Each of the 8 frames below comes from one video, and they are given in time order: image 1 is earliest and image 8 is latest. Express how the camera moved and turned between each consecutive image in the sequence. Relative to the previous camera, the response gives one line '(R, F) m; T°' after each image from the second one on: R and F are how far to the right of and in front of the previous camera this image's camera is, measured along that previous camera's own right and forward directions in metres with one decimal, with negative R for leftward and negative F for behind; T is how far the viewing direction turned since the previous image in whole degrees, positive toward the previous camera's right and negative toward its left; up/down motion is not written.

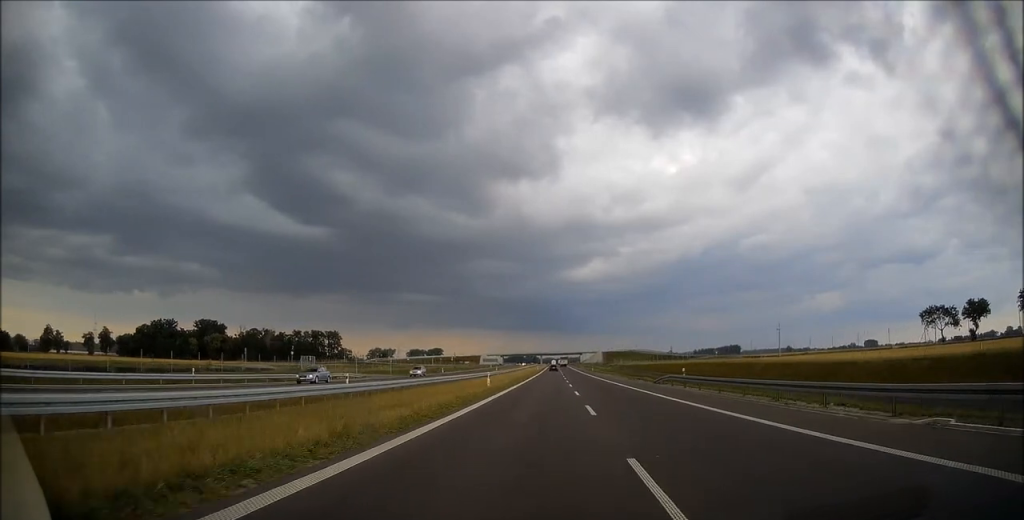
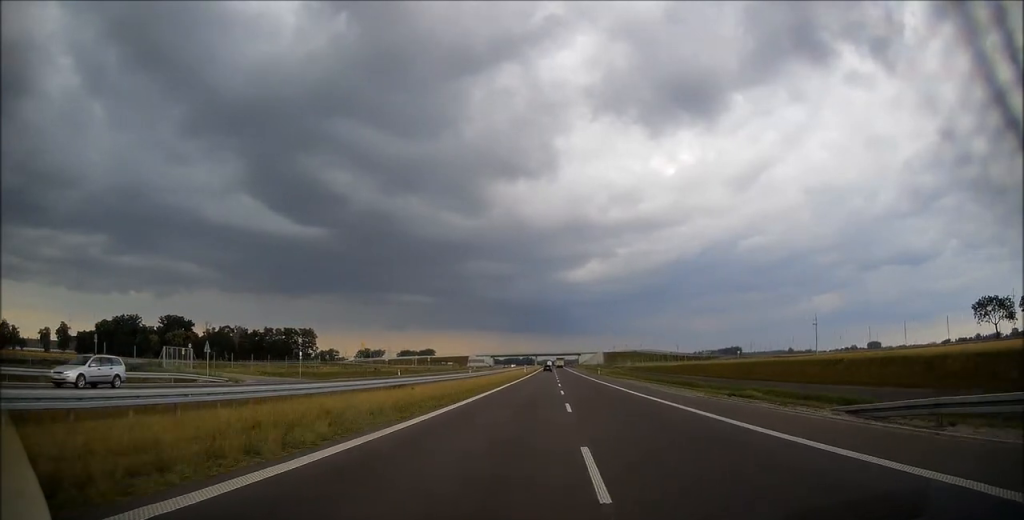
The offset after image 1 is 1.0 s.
(+0.1, +34.6) m; 0°
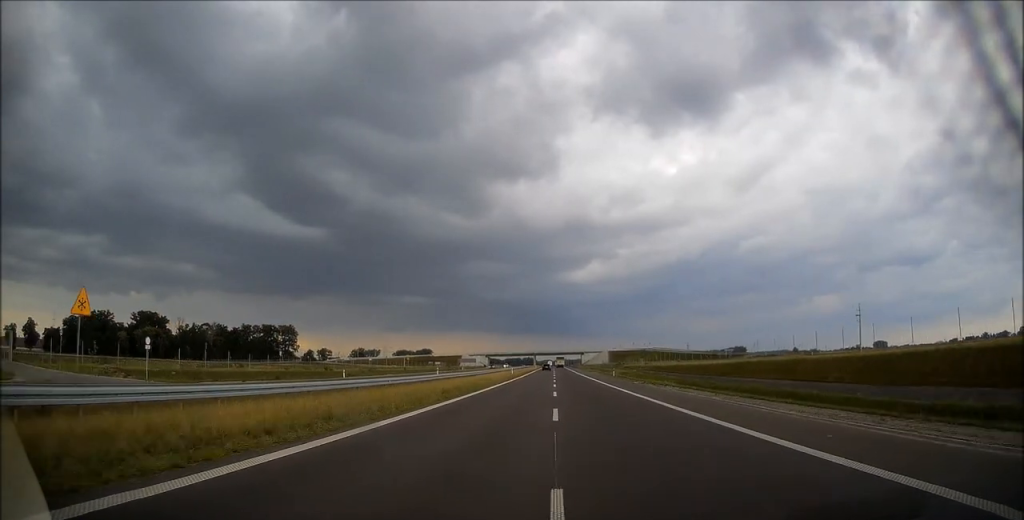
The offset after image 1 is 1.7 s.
(0.0, +27.4) m; 0°
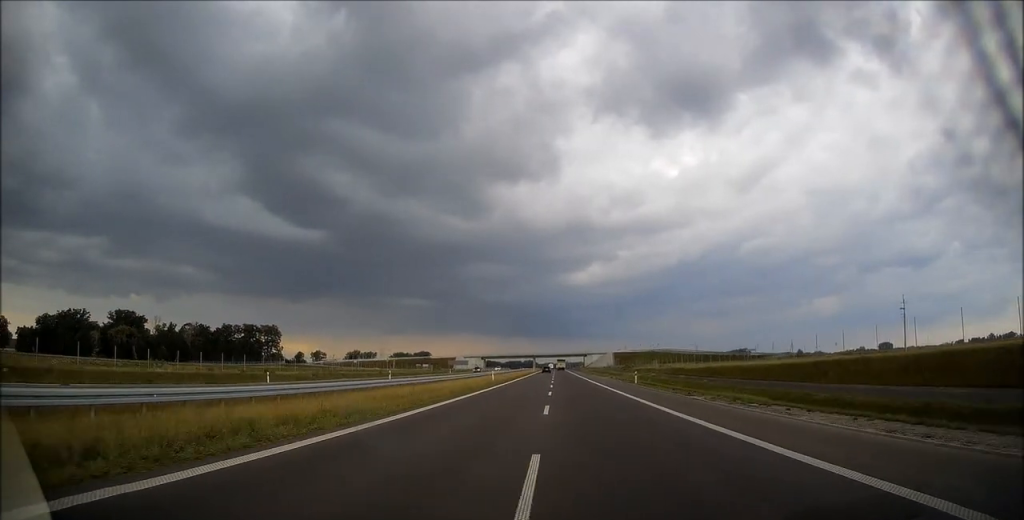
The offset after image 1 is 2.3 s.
(0.0, +21.4) m; 0°
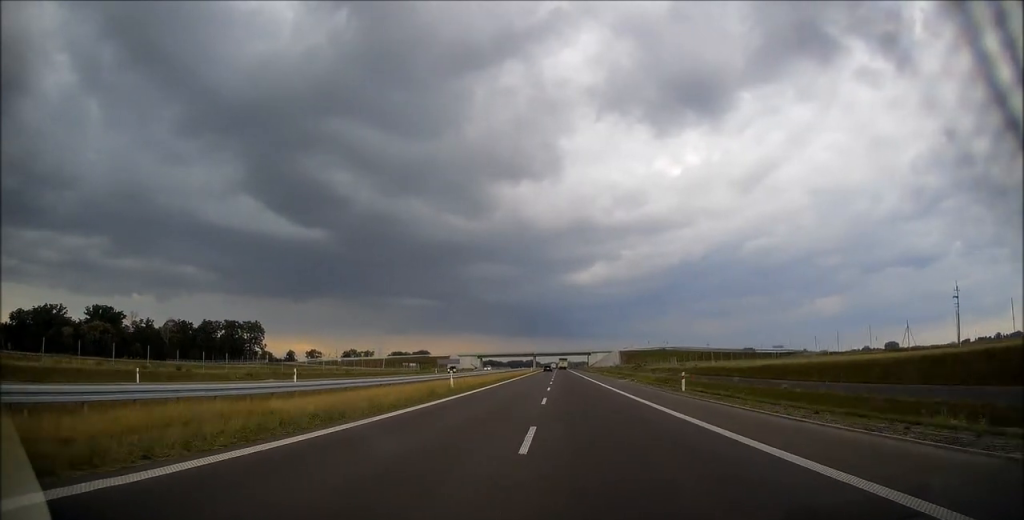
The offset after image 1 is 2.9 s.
(0.0, +20.1) m; 0°
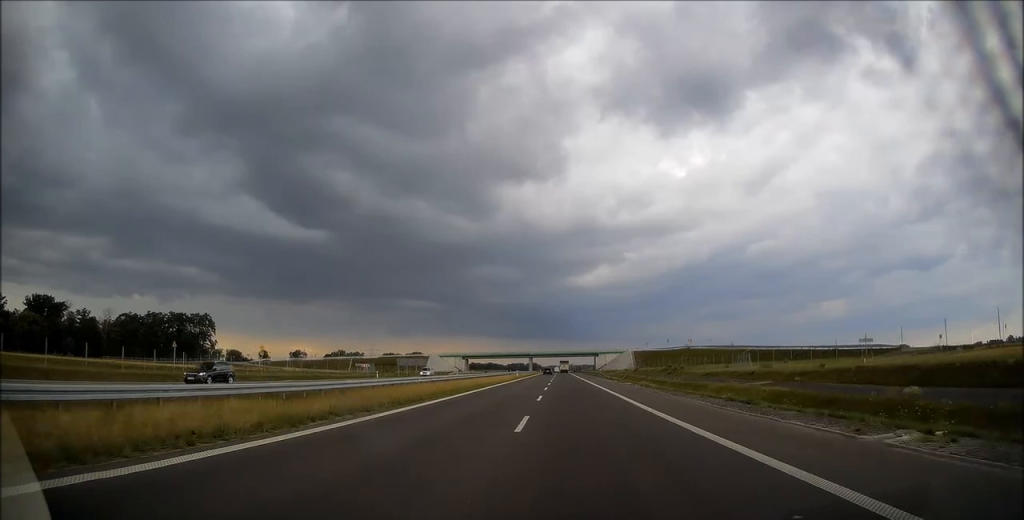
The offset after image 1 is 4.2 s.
(-0.1, +44.7) m; 0°
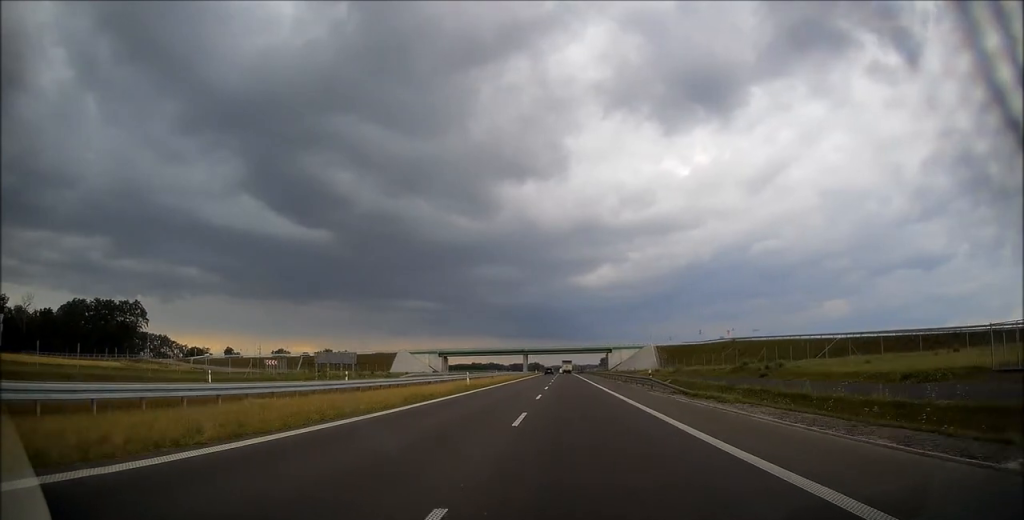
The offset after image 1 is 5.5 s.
(+0.1, +46.6) m; 0°
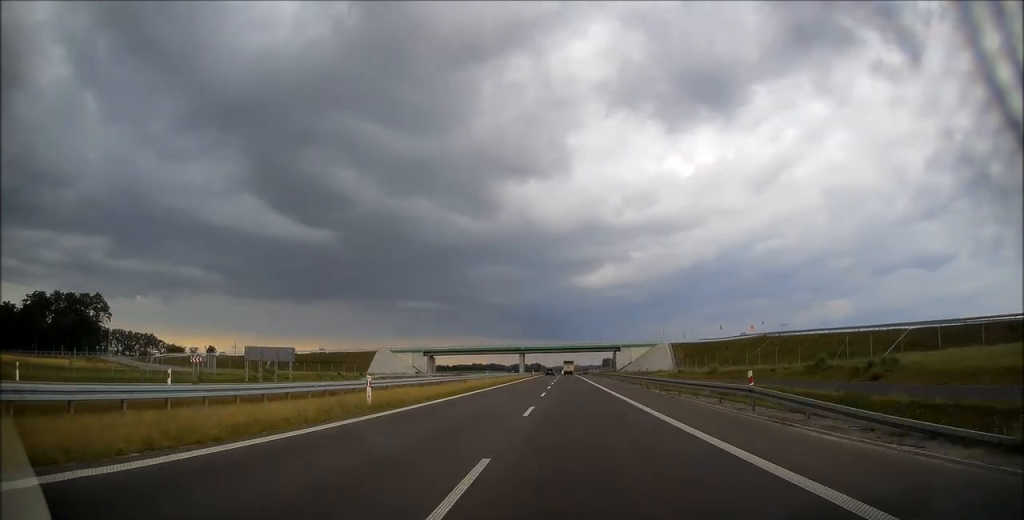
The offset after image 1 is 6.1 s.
(0.0, +20.9) m; 0°
